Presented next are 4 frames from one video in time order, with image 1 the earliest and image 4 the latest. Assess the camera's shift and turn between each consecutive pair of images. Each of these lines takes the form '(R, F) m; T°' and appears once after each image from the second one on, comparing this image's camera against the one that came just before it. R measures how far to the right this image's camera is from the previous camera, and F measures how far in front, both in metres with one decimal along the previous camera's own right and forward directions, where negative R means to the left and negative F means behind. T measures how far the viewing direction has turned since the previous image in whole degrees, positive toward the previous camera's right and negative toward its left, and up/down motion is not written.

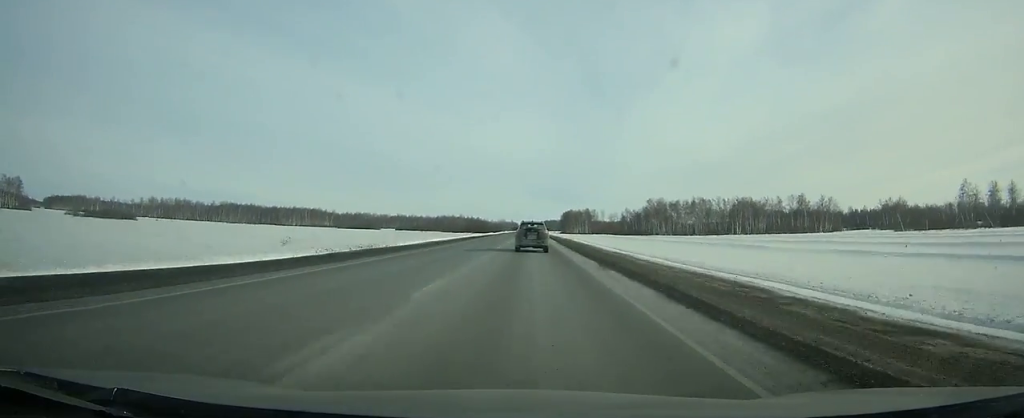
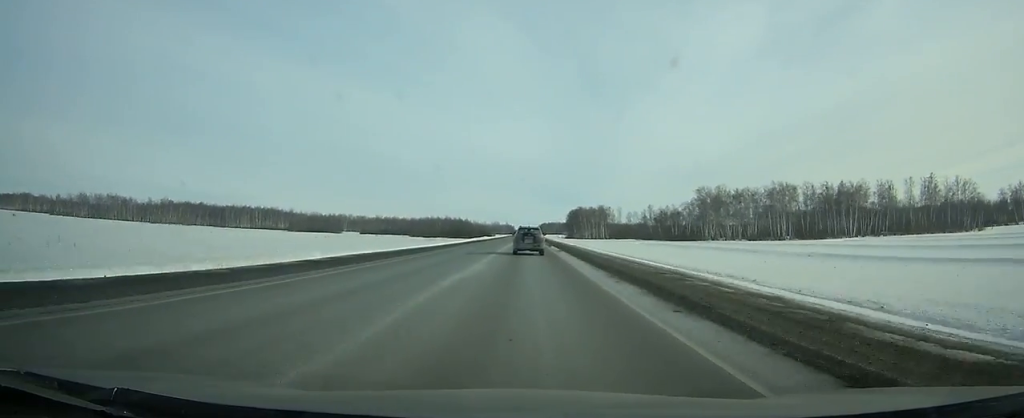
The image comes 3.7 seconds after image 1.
(0.0, +93.8) m; 0°
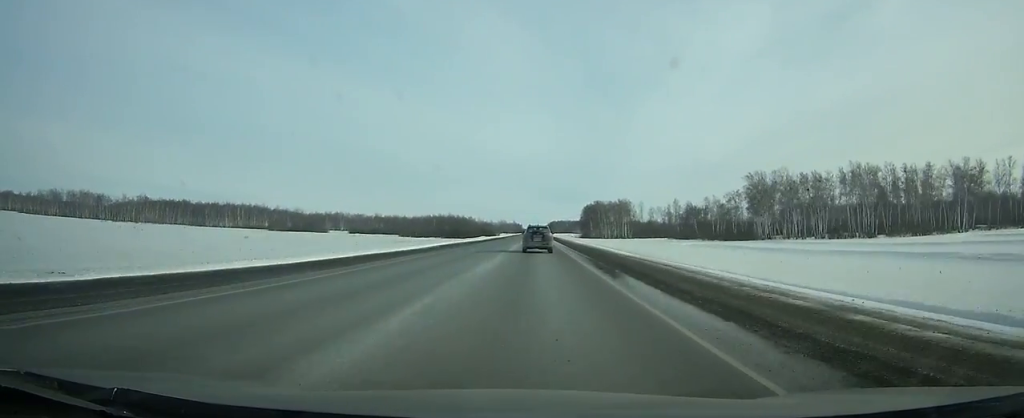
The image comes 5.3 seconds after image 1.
(-0.1, +41.0) m; 0°
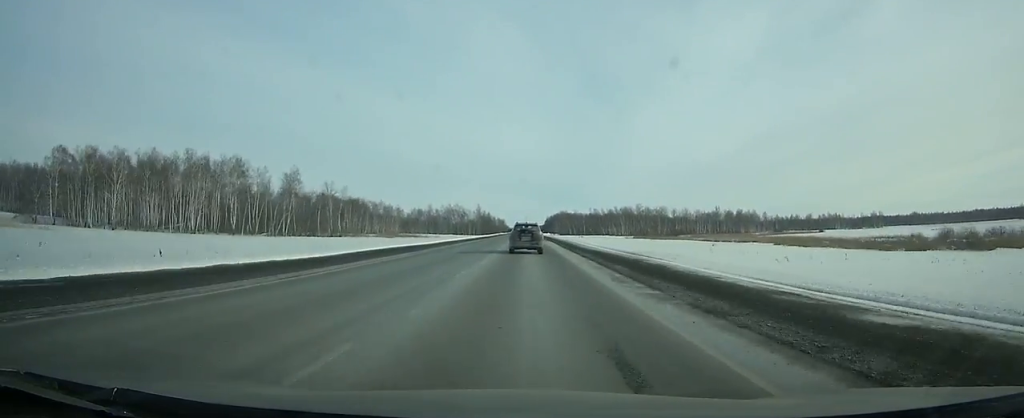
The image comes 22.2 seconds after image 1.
(+1.6, +438.1) m; 0°
